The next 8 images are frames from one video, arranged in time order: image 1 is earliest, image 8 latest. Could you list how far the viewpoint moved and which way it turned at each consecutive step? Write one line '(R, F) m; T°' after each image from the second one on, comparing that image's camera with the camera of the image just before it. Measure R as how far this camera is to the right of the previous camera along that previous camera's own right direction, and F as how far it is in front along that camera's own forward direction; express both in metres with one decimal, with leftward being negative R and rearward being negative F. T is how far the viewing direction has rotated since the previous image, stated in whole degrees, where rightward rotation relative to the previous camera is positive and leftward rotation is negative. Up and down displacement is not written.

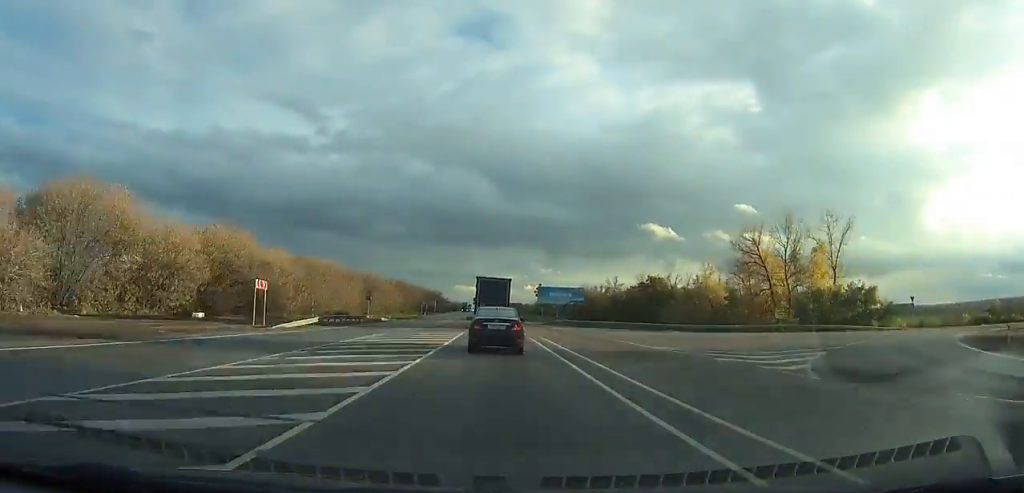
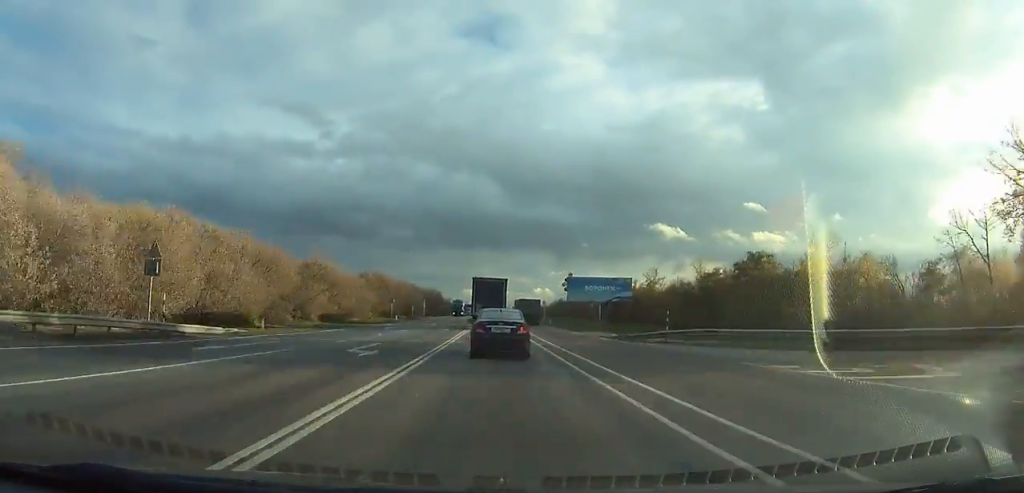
(+0.3, +46.5) m; 0°
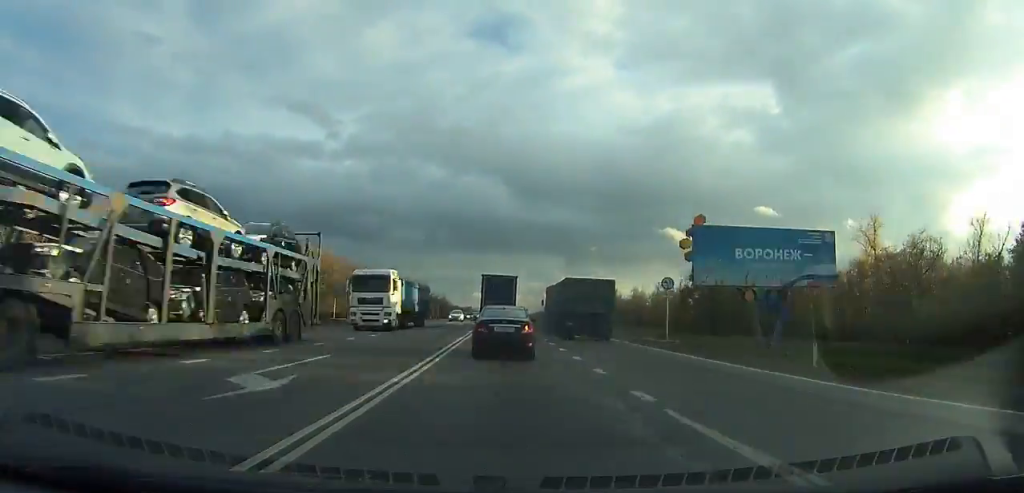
(-0.7, +67.5) m; -1°
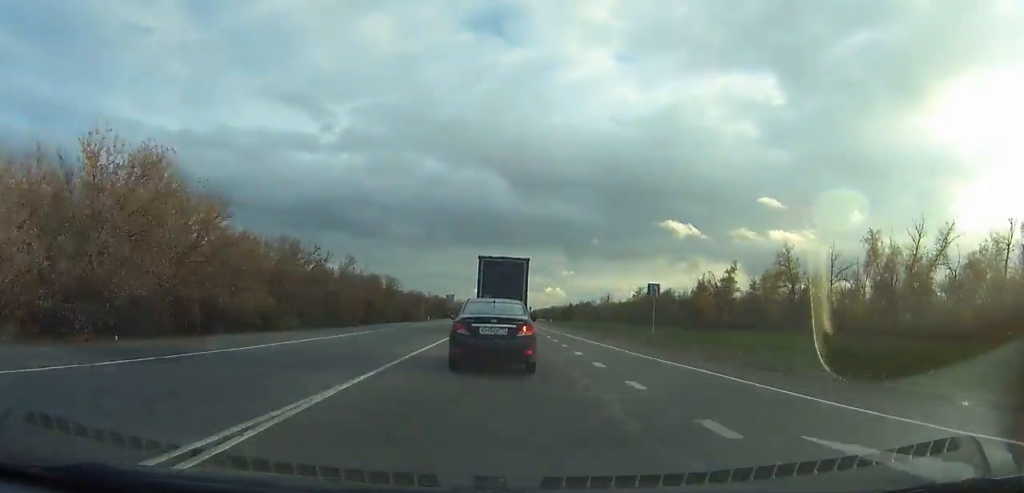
(-1.0, +122.6) m; -1°
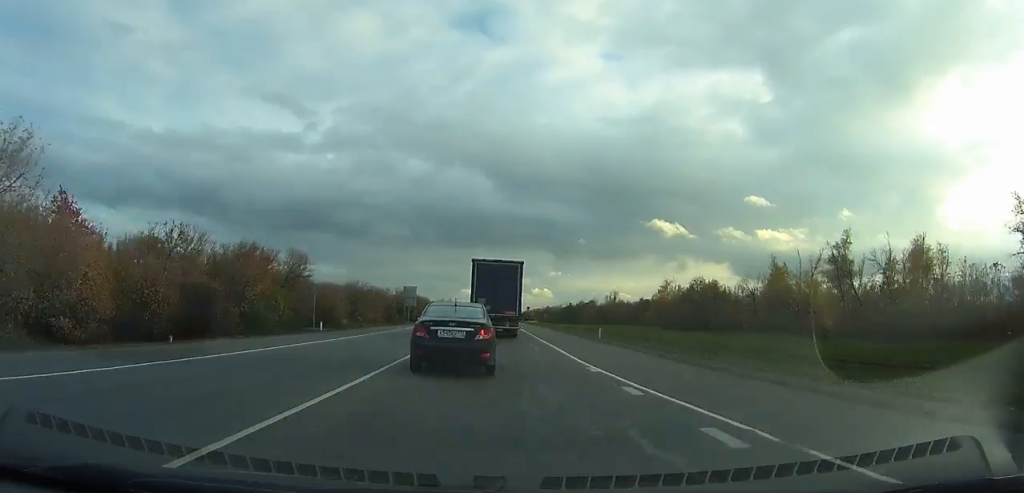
(+0.2, +50.8) m; +1°
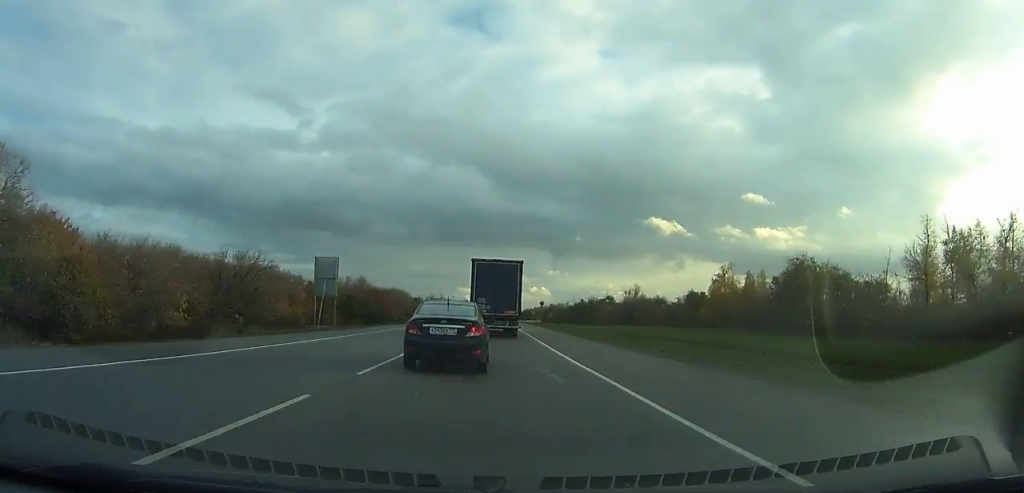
(+0.2, +45.6) m; 0°
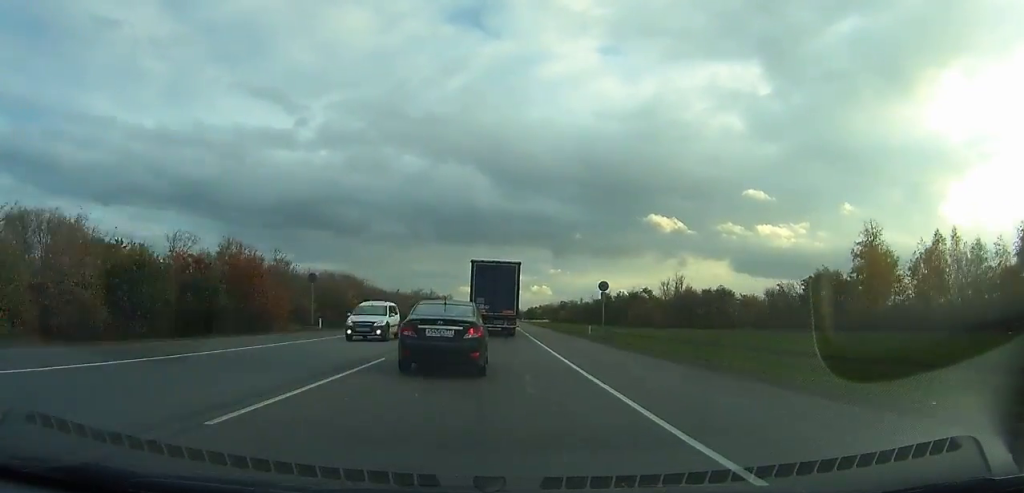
(0.0, +53.9) m; 0°
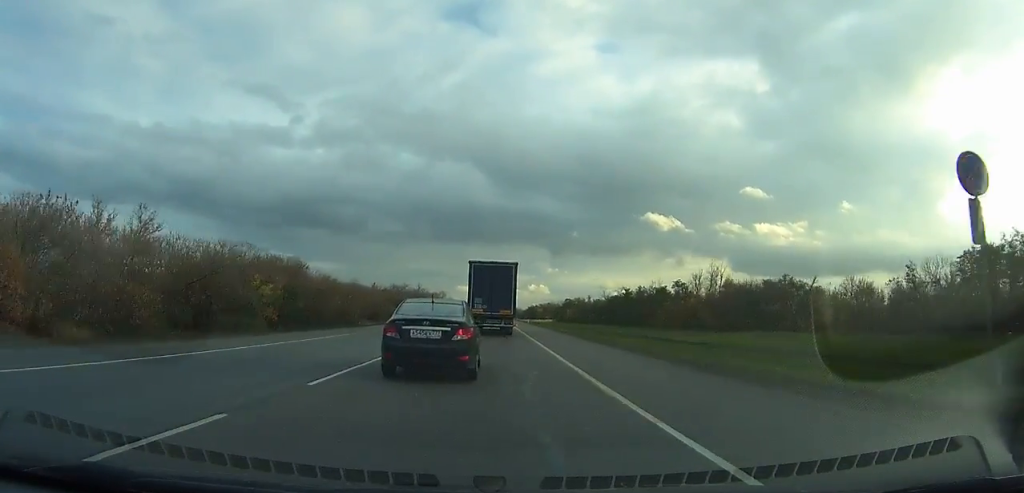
(0.0, +32.3) m; 0°
